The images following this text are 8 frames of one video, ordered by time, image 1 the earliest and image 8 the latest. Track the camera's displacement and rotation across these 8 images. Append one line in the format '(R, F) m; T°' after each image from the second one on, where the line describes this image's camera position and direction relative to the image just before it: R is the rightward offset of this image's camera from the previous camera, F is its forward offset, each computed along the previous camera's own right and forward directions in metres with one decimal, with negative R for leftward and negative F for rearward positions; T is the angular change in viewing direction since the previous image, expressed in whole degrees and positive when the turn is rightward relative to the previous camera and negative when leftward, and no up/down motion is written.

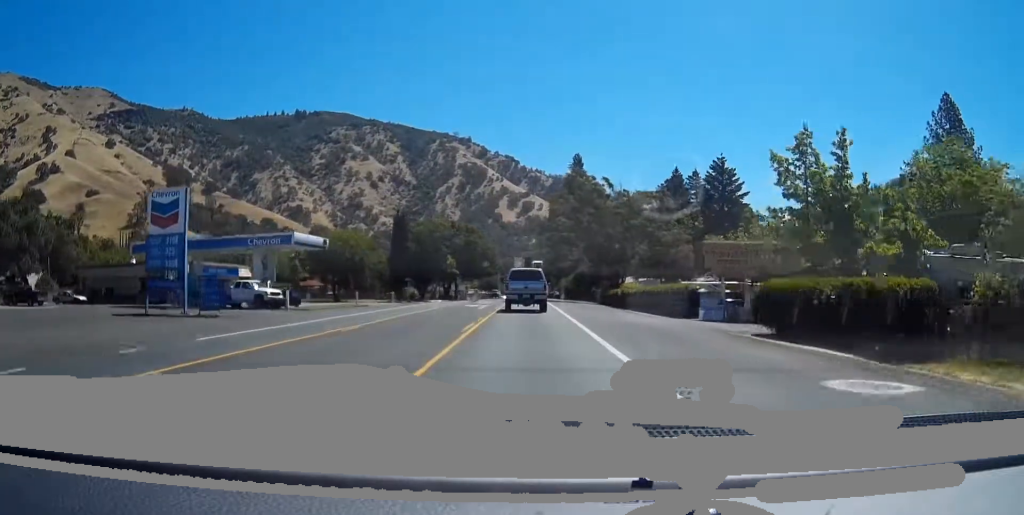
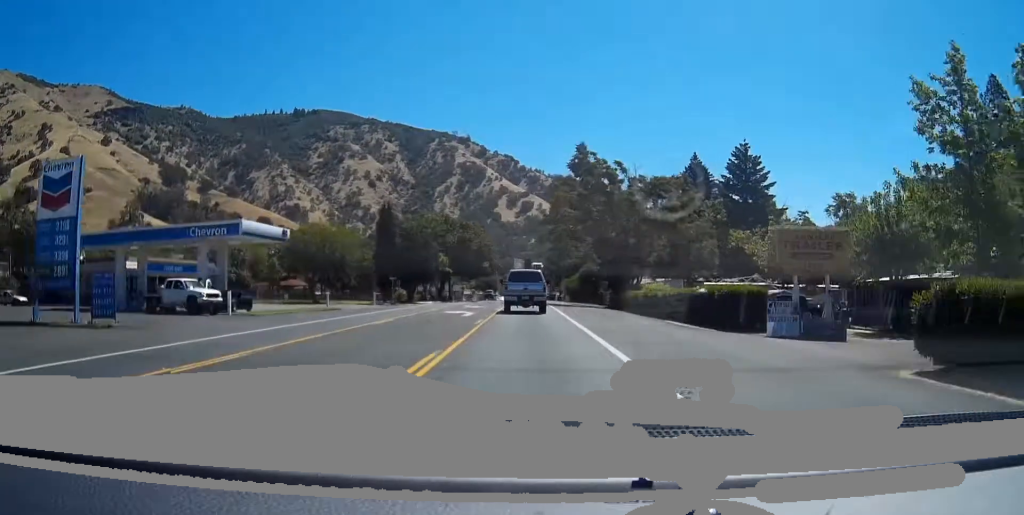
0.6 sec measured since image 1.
(-0.1, +10.6) m; 0°
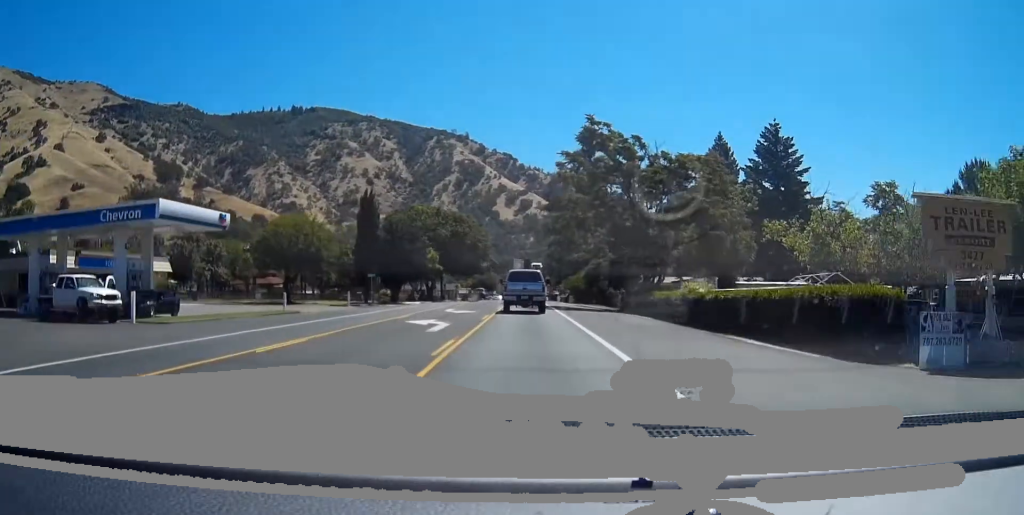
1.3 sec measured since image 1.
(0.0, +11.2) m; 0°
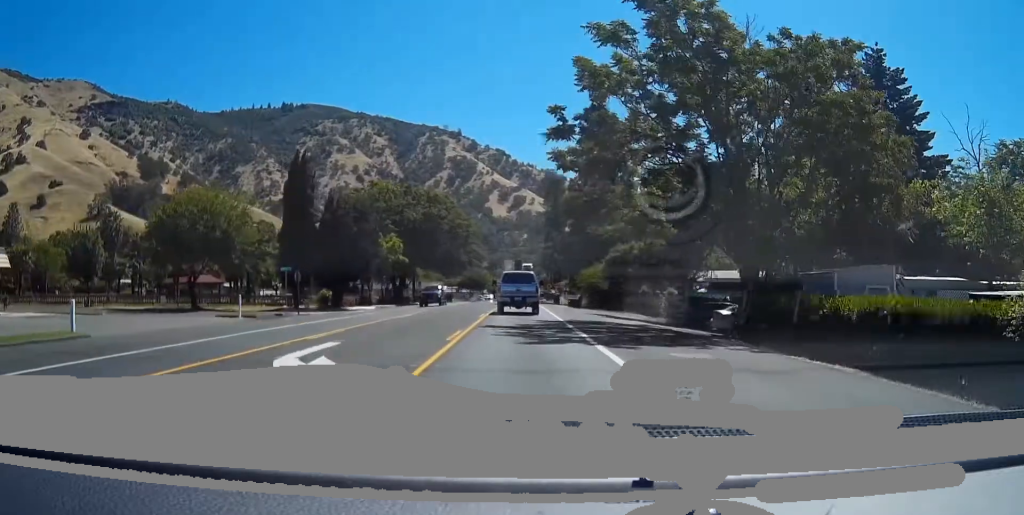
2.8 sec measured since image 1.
(+0.3, +25.8) m; +1°
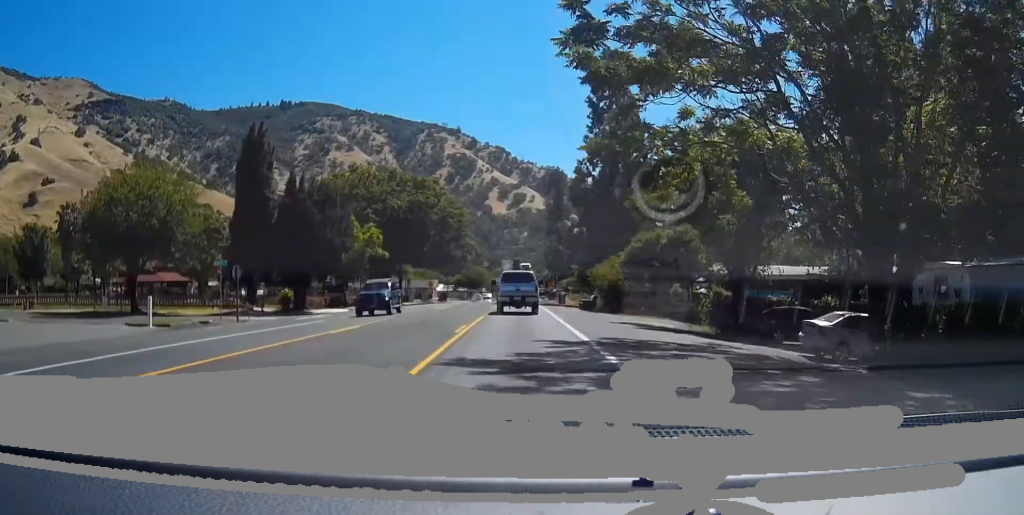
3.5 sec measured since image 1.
(-0.1, +11.3) m; 0°
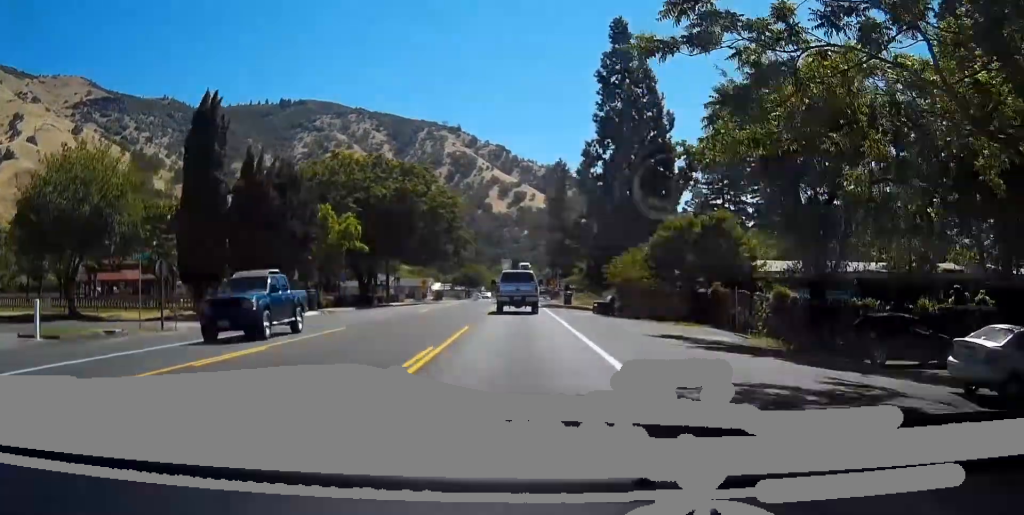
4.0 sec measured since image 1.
(0.0, +9.1) m; 0°
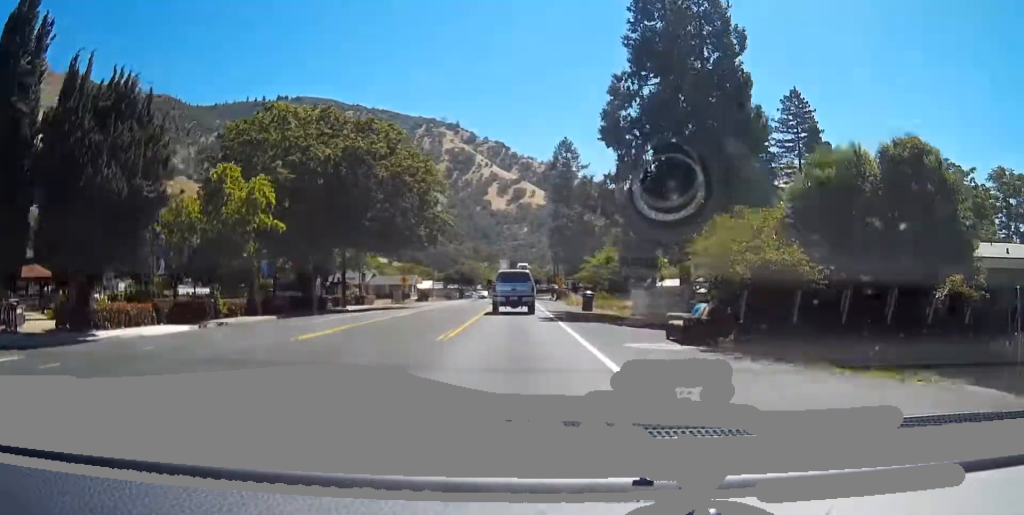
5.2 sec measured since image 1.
(+0.1, +20.7) m; 0°
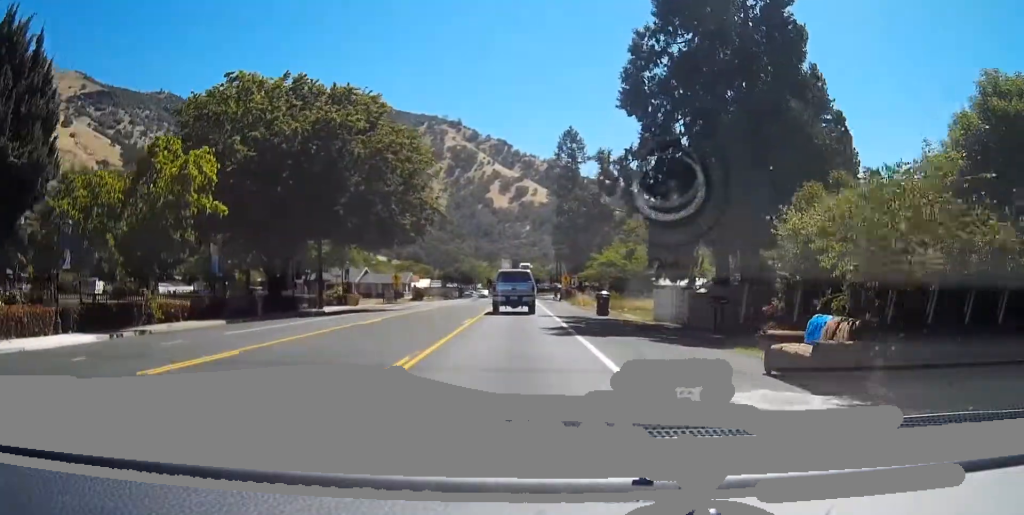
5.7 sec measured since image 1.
(0.0, +8.1) m; 0°
